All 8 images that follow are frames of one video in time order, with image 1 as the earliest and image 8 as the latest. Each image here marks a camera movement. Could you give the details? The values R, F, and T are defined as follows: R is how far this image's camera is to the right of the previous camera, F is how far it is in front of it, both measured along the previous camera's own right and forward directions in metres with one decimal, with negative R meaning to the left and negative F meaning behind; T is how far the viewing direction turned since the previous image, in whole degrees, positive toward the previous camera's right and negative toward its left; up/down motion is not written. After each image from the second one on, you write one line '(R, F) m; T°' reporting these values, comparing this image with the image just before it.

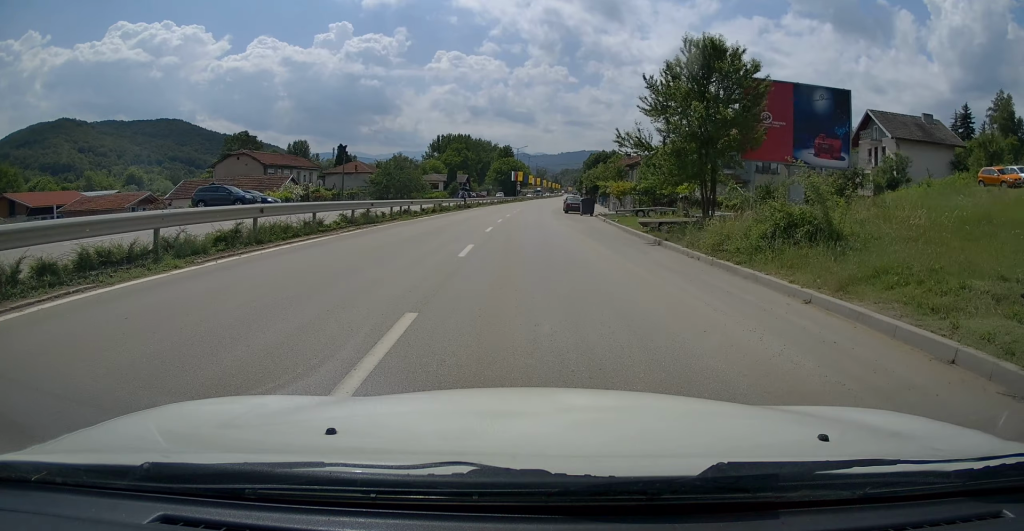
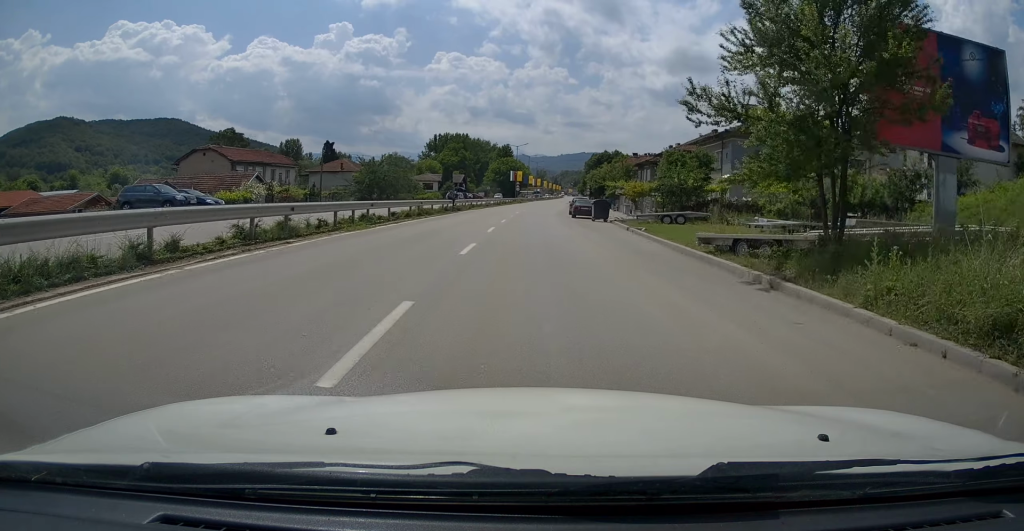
(0.0, +8.3) m; 0°
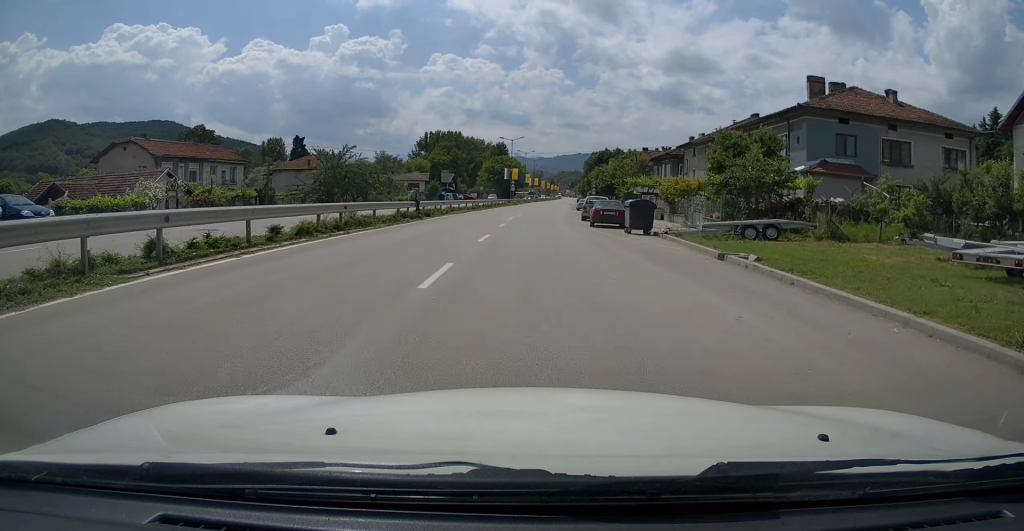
(0.0, +13.8) m; 0°
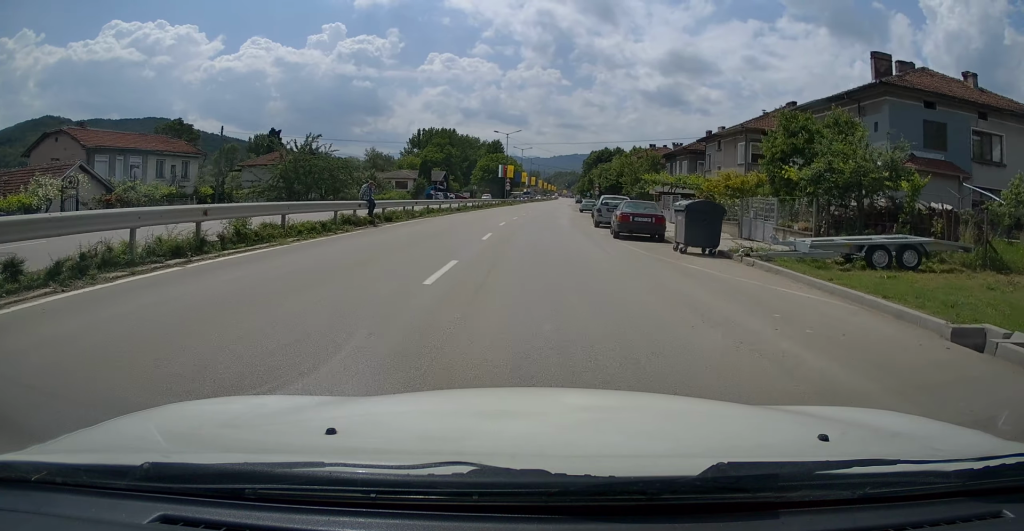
(+0.1, +8.7) m; 0°
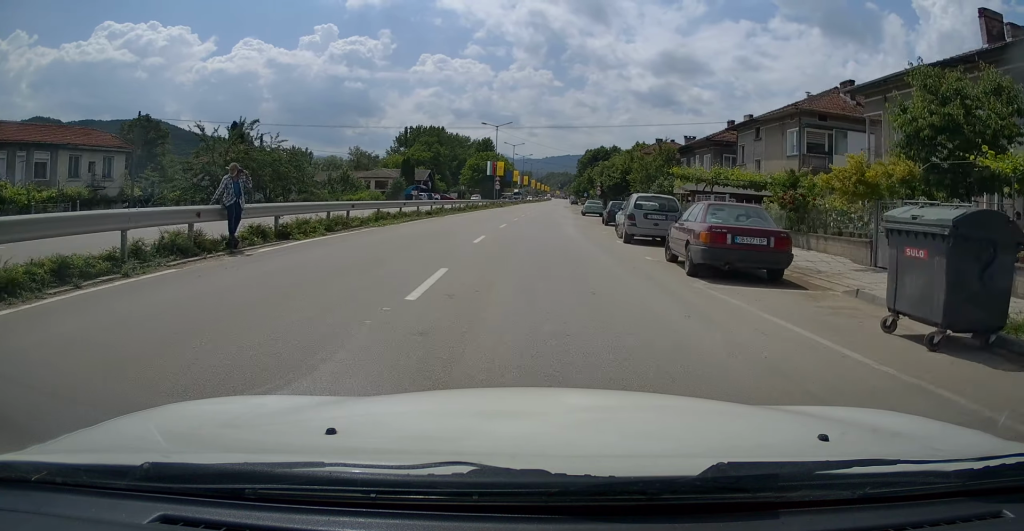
(-0.1, +10.1) m; 0°
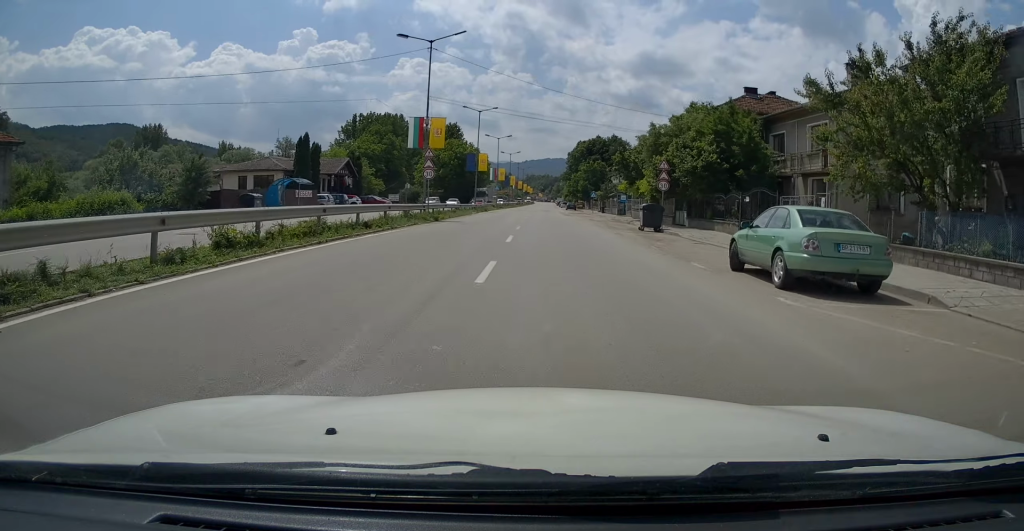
(+0.9, +42.4) m; +2°
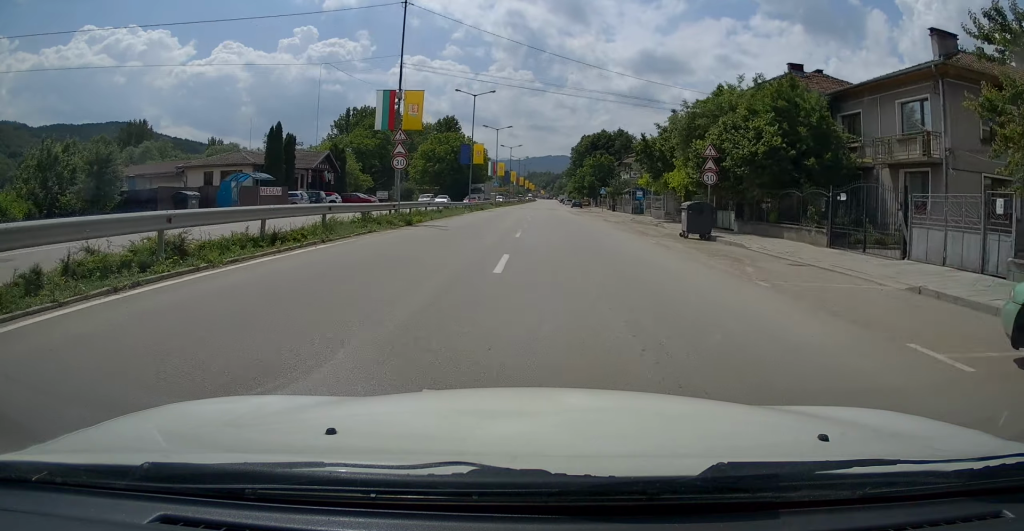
(0.0, +8.1) m; 0°
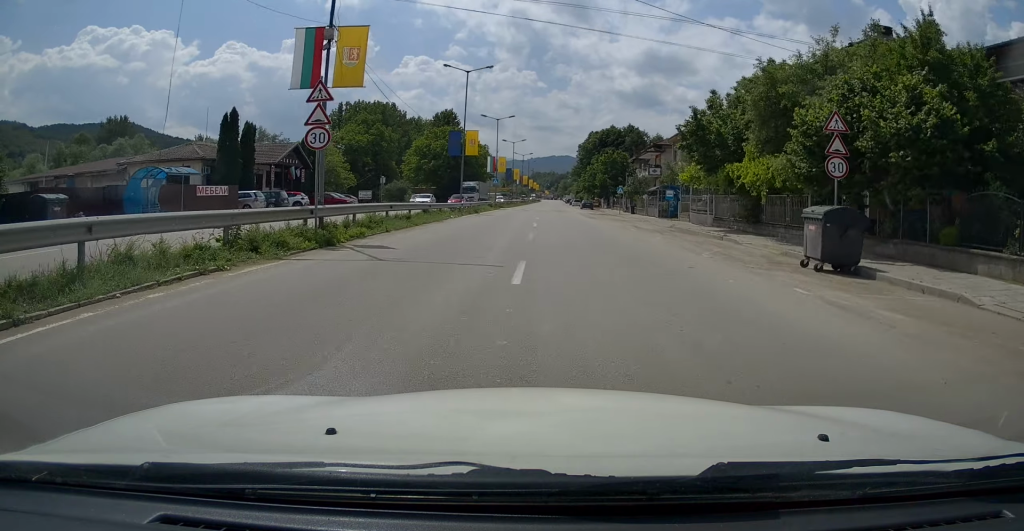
(+0.1, +10.6) m; +1°
